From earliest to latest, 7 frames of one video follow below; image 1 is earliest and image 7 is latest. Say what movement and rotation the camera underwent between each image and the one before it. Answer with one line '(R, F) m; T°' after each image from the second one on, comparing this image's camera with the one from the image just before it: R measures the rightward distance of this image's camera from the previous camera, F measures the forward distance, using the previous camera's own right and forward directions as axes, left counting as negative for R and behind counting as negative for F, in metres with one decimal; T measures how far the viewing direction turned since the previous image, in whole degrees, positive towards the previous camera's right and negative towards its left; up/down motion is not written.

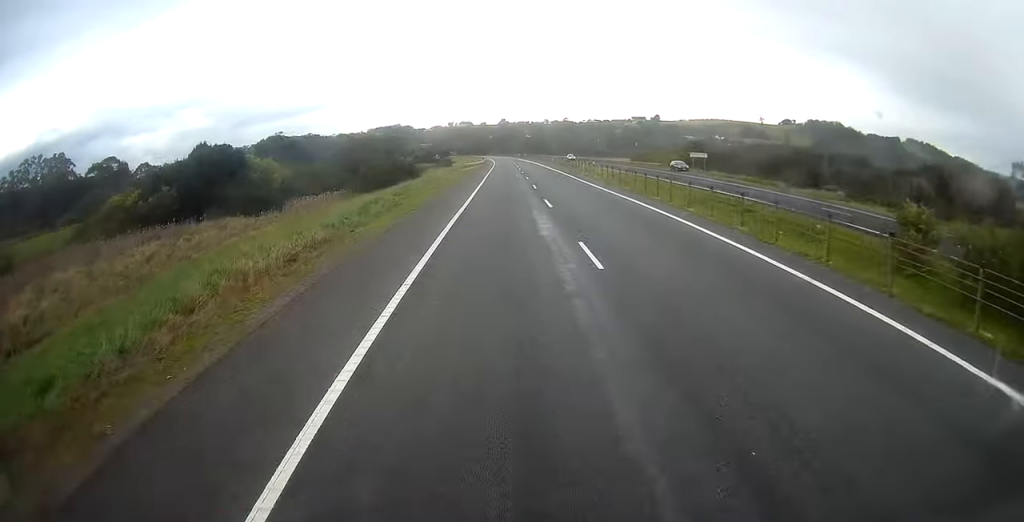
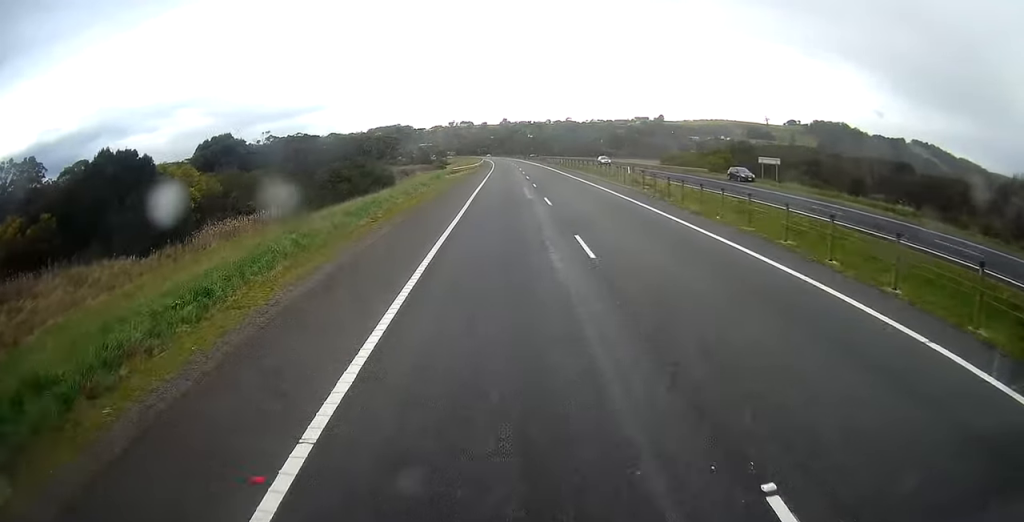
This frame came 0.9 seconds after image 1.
(-0.1, +22.5) m; -1°
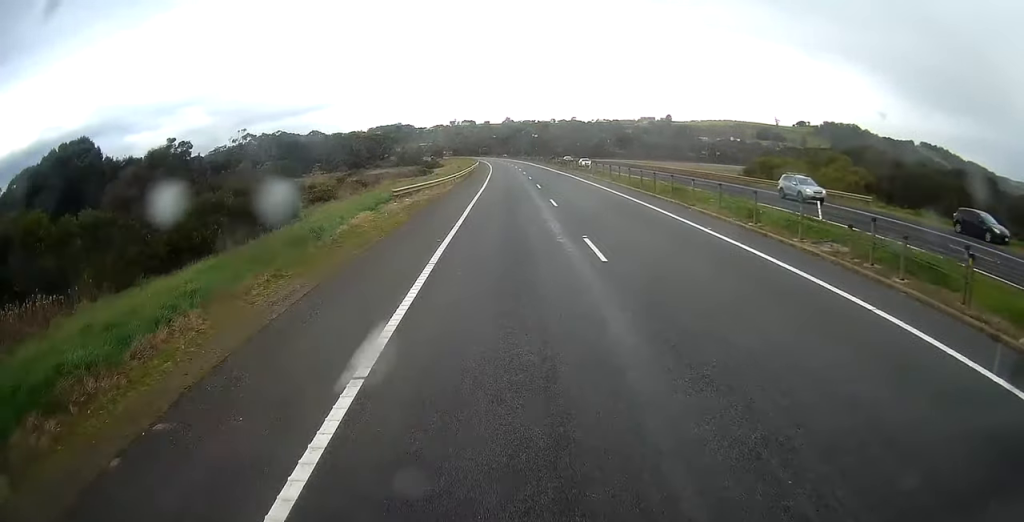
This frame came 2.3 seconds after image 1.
(-0.1, +35.7) m; 0°
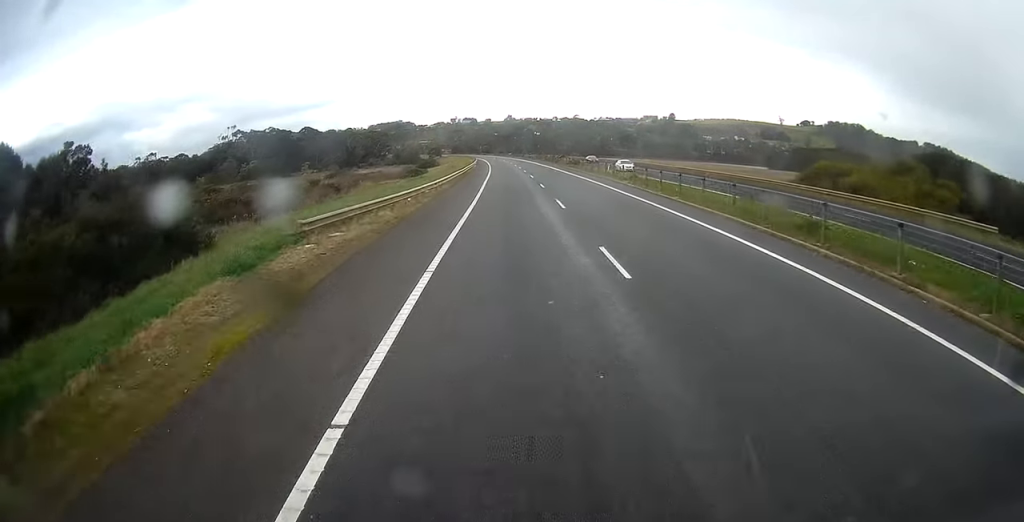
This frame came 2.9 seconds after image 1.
(0.0, +13.9) m; 0°
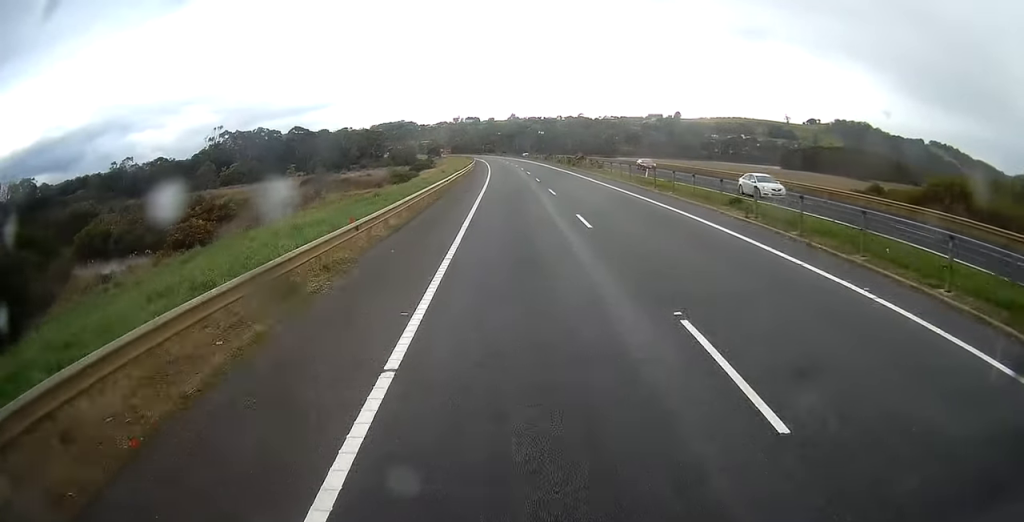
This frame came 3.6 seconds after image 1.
(0.0, +17.3) m; 0°
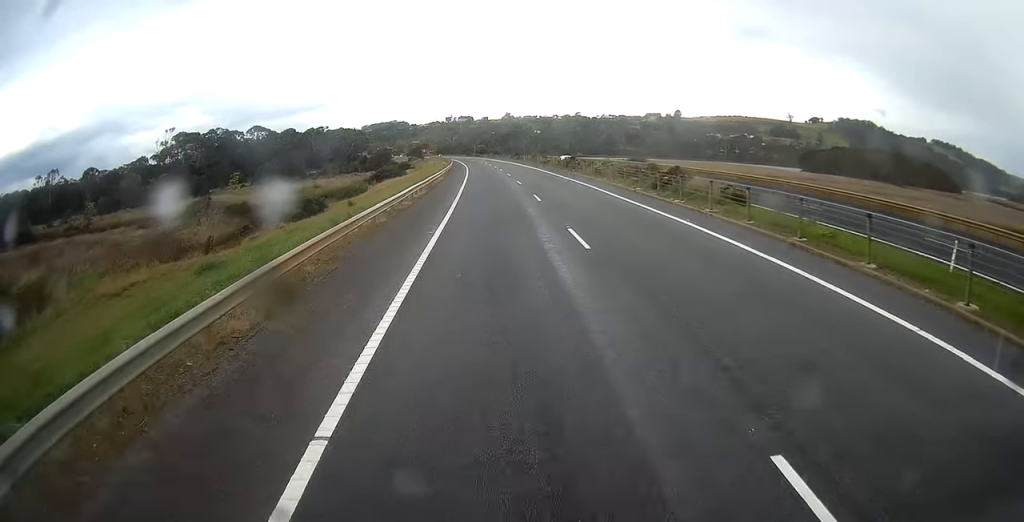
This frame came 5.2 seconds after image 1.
(-0.3, +38.7) m; -1°
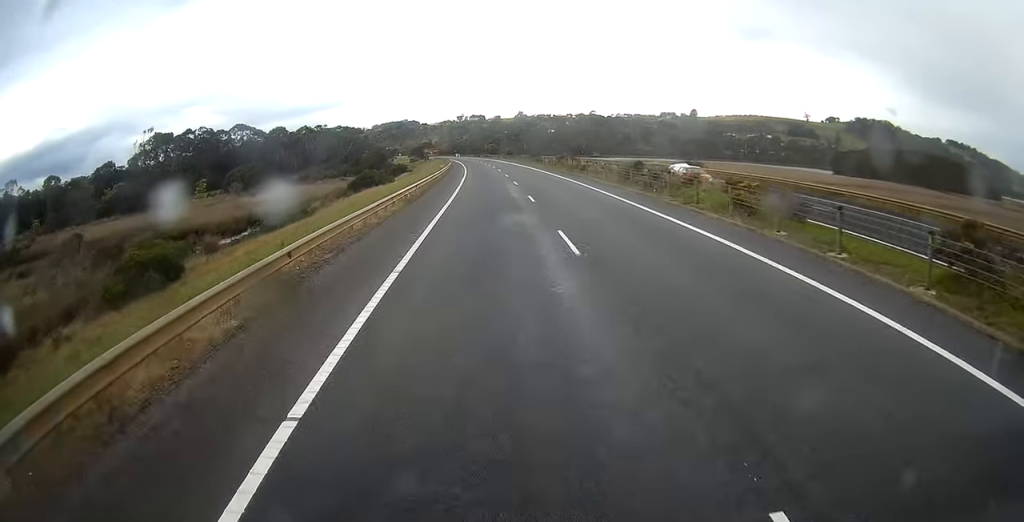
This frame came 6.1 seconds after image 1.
(+0.1, +24.4) m; 0°
